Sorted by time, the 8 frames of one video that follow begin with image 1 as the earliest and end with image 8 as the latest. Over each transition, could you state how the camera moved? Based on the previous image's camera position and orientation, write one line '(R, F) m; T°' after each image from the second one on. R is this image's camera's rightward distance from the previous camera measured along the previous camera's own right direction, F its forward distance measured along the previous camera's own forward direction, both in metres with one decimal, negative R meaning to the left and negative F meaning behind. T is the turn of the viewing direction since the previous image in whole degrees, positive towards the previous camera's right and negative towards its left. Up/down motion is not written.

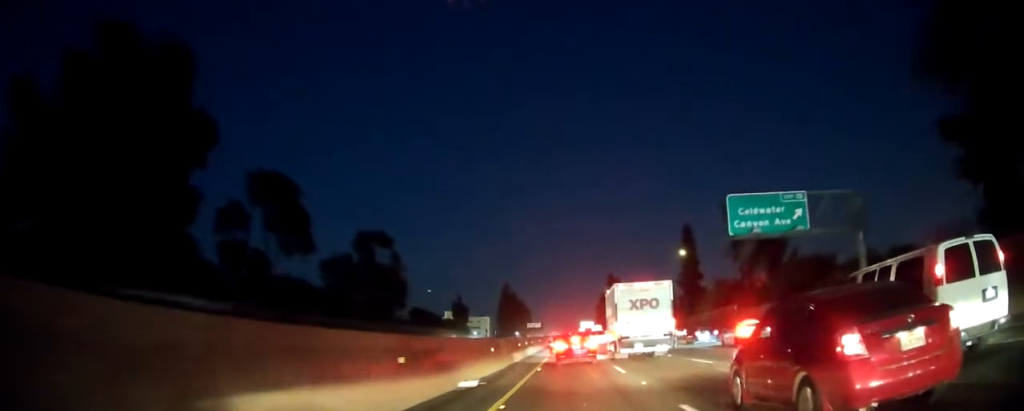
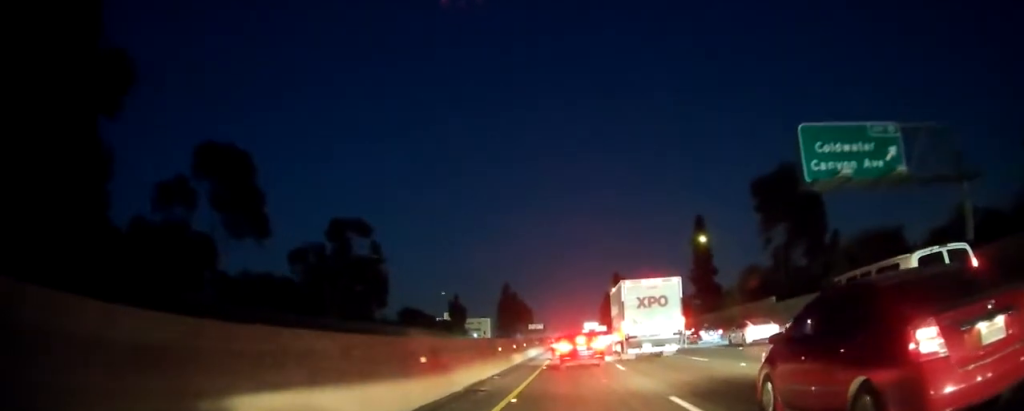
(+0.2, +13.1) m; +1°
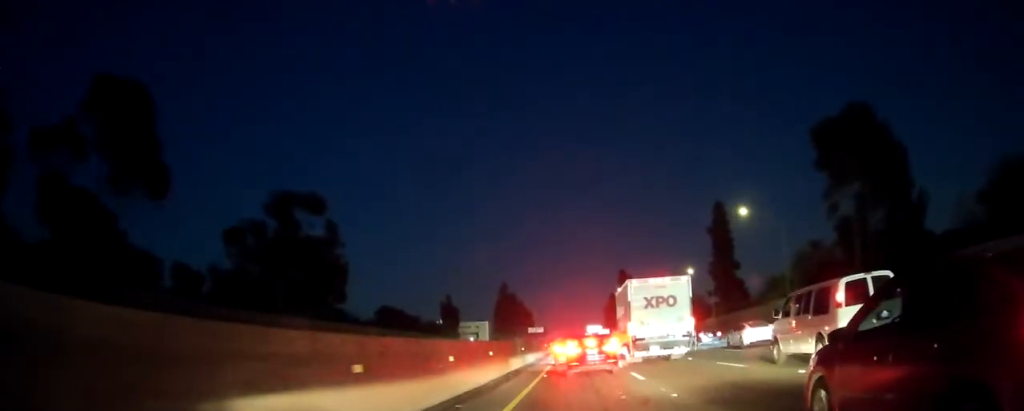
(-0.3, +18.6) m; -2°
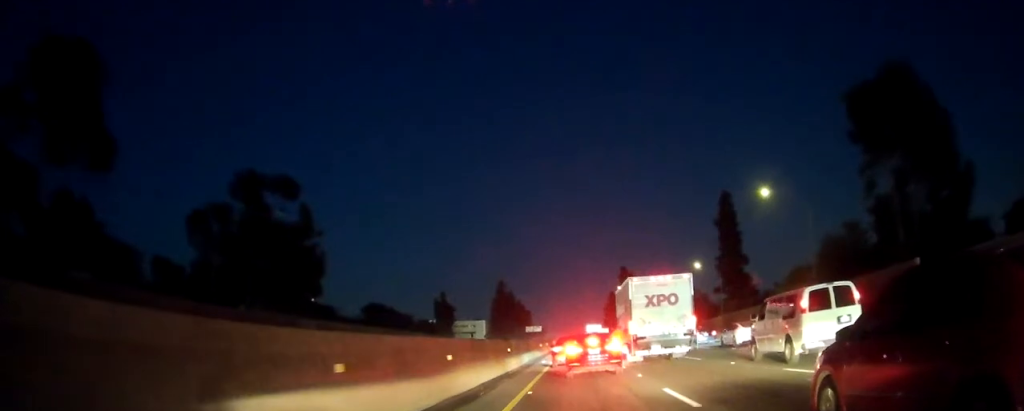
(0.0, +7.1) m; 0°
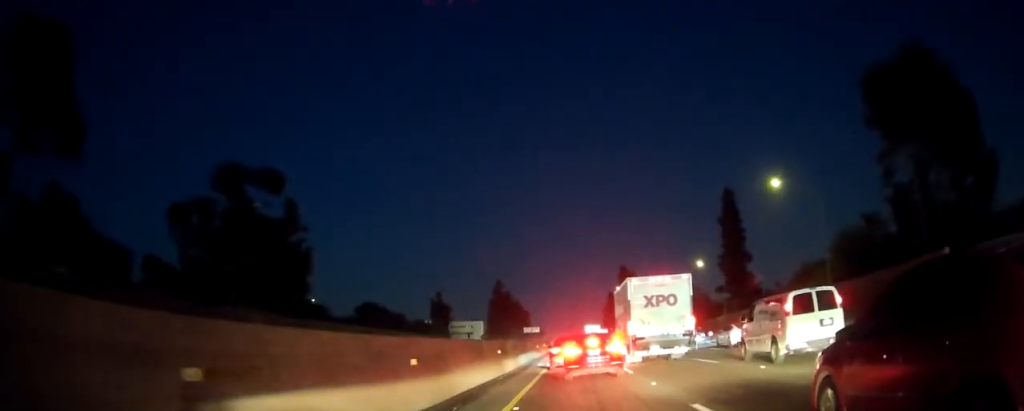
(0.0, +10.0) m; 0°
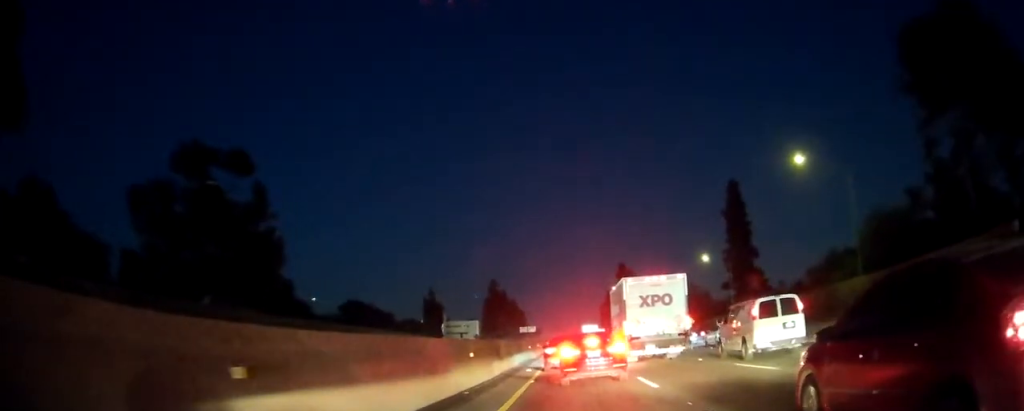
(0.0, +6.3) m; 0°
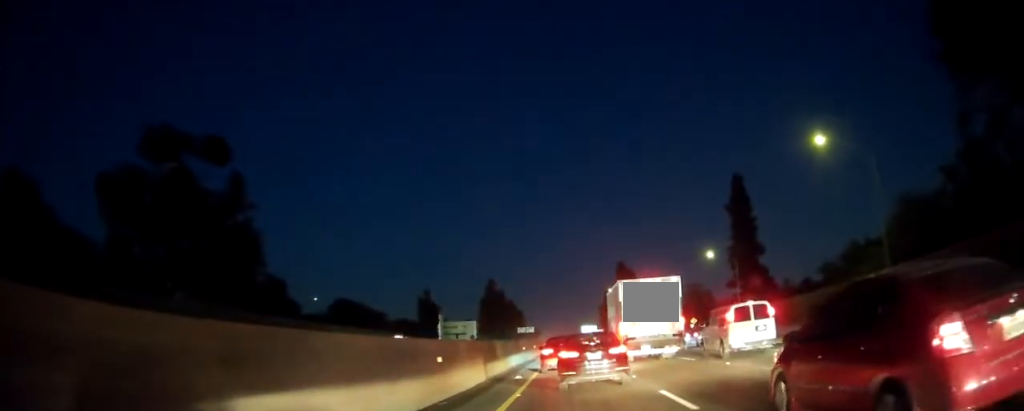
(0.0, +4.9) m; +1°
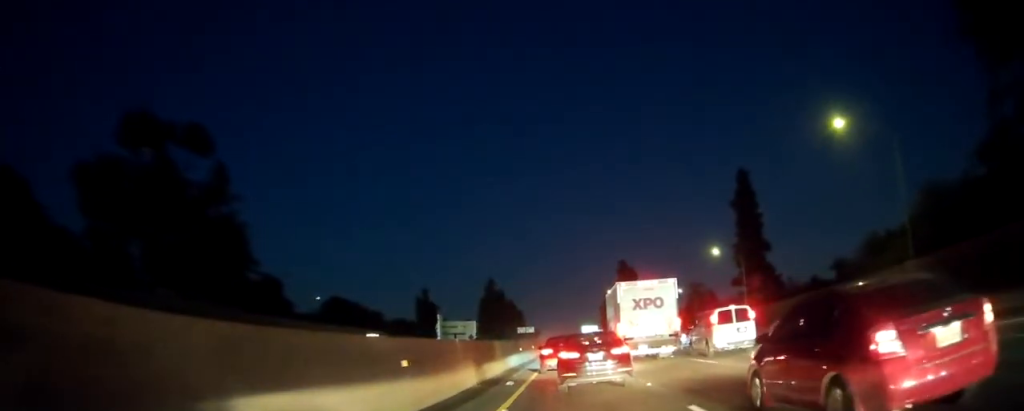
(0.0, +3.6) m; 0°
